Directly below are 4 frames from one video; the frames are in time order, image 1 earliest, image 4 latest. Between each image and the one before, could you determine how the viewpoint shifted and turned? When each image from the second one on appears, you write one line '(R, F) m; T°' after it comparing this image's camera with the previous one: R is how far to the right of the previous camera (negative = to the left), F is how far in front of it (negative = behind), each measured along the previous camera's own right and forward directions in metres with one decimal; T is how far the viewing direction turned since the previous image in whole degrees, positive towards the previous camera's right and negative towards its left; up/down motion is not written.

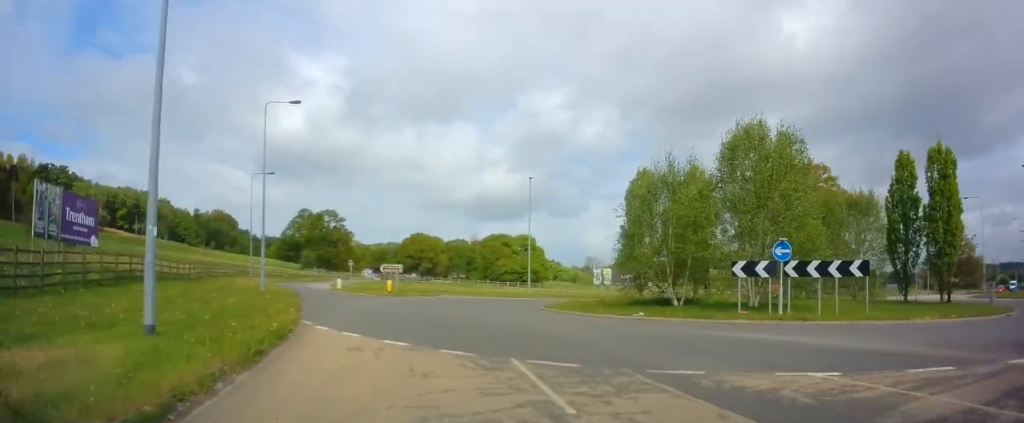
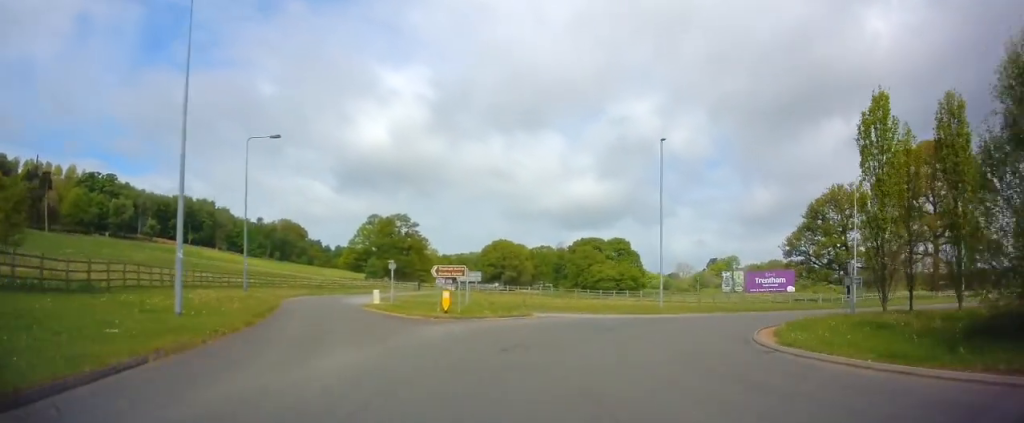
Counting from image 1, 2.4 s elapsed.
(-2.8, +18.3) m; -11°
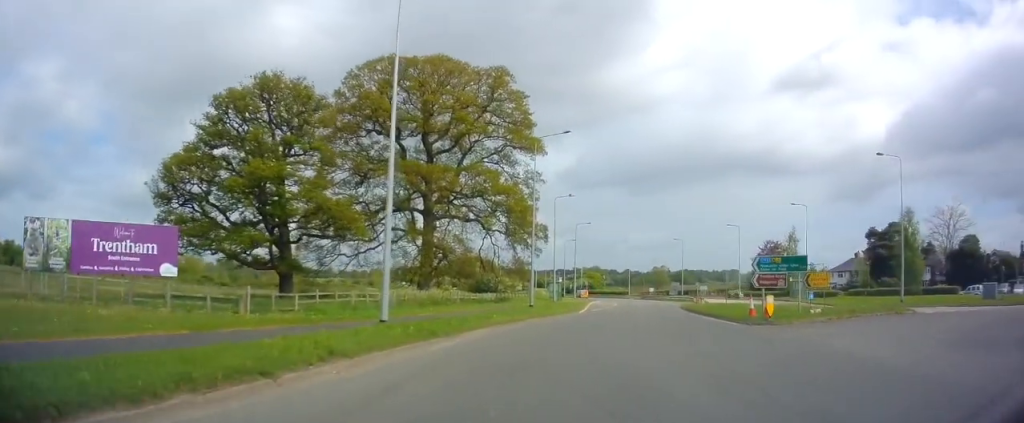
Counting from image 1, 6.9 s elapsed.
(+17.2, +32.2) m; +65°
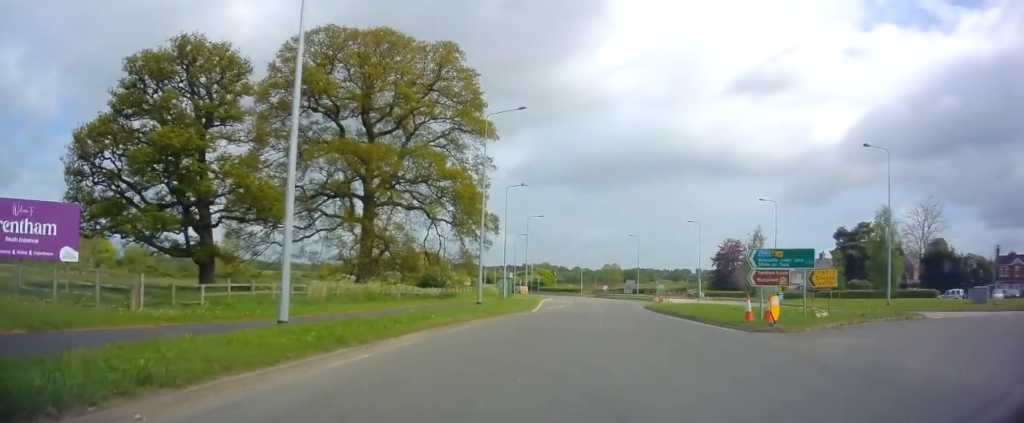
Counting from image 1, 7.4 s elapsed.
(+0.5, +4.4) m; +4°
